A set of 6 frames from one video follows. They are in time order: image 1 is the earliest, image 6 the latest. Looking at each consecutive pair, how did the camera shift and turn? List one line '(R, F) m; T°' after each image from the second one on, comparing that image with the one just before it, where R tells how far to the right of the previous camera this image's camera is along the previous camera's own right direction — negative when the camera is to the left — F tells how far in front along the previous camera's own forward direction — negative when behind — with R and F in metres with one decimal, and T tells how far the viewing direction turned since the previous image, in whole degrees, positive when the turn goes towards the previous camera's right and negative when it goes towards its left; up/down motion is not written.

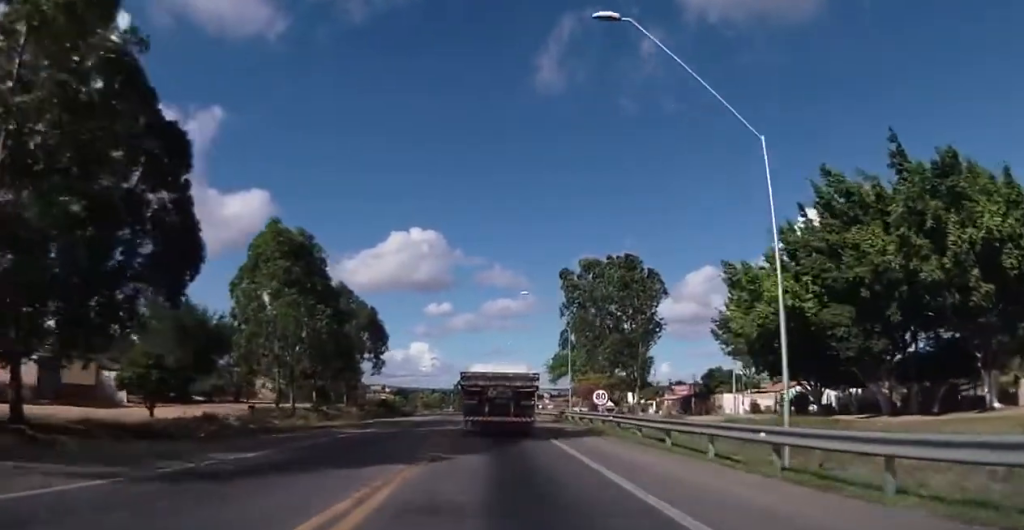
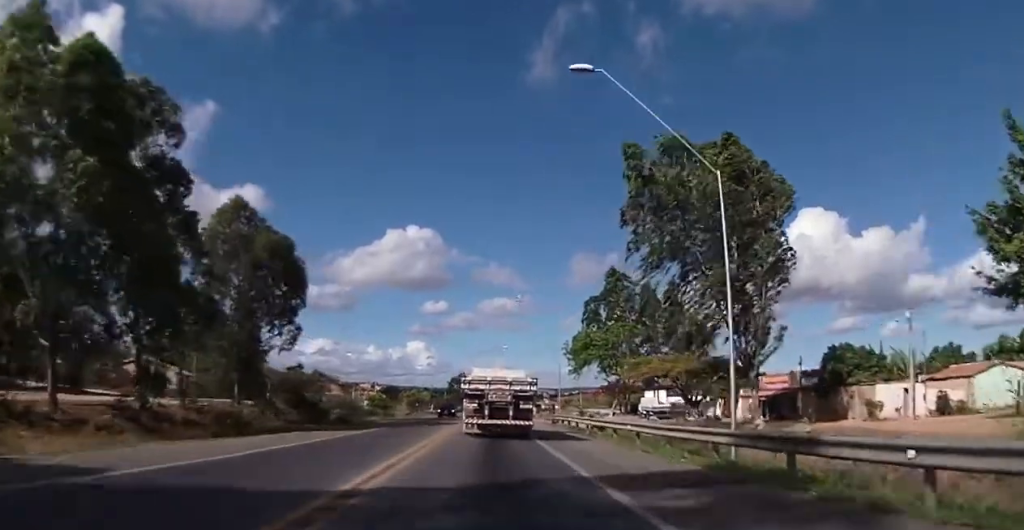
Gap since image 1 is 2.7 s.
(+0.5, +39.8) m; 0°
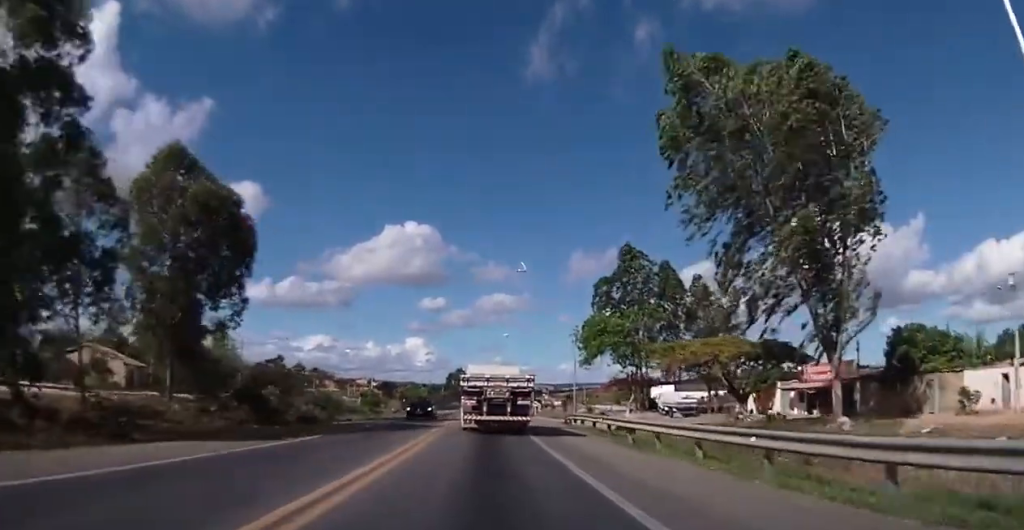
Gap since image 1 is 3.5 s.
(0.0, +9.9) m; 0°
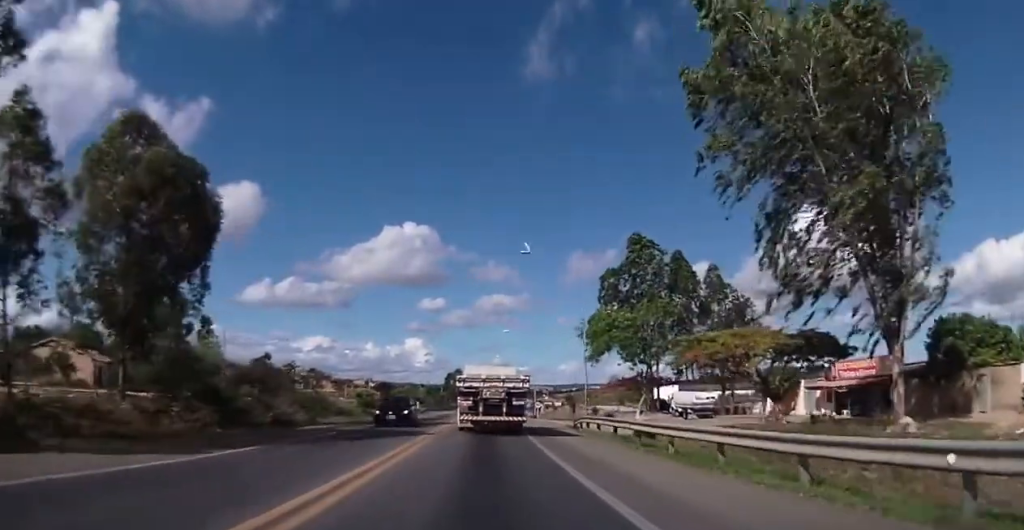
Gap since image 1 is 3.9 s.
(0.0, +4.9) m; 0°
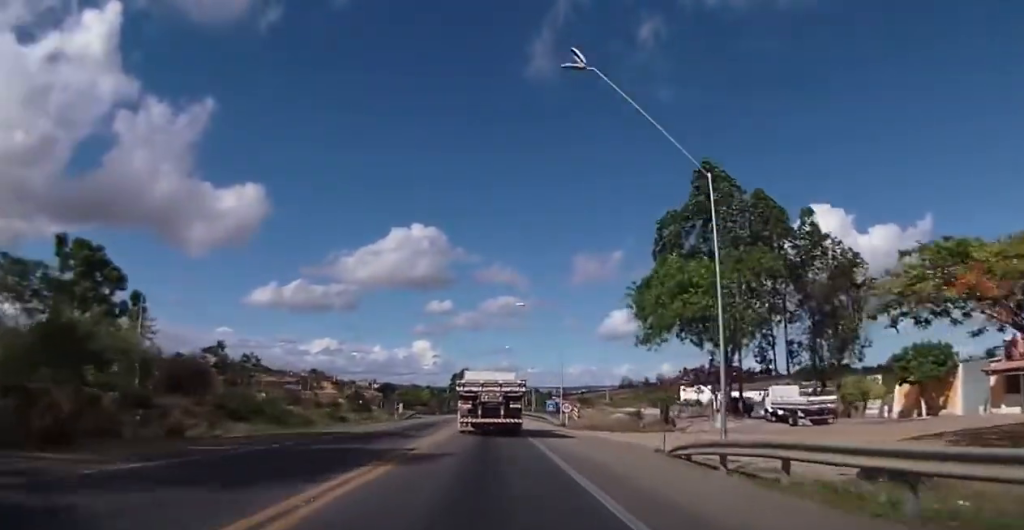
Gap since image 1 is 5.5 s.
(+0.1, +20.1) m; 0°
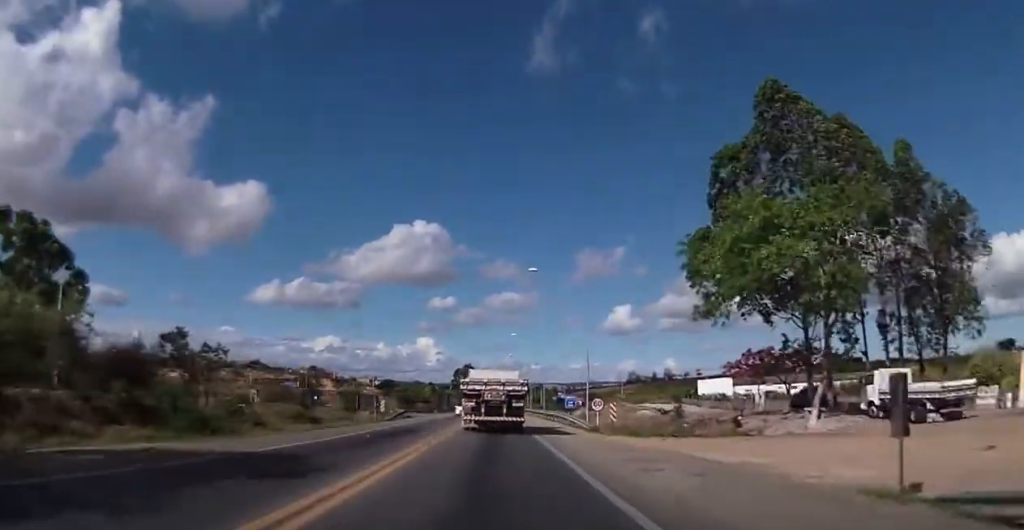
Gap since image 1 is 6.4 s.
(0.0, +12.4) m; -1°
